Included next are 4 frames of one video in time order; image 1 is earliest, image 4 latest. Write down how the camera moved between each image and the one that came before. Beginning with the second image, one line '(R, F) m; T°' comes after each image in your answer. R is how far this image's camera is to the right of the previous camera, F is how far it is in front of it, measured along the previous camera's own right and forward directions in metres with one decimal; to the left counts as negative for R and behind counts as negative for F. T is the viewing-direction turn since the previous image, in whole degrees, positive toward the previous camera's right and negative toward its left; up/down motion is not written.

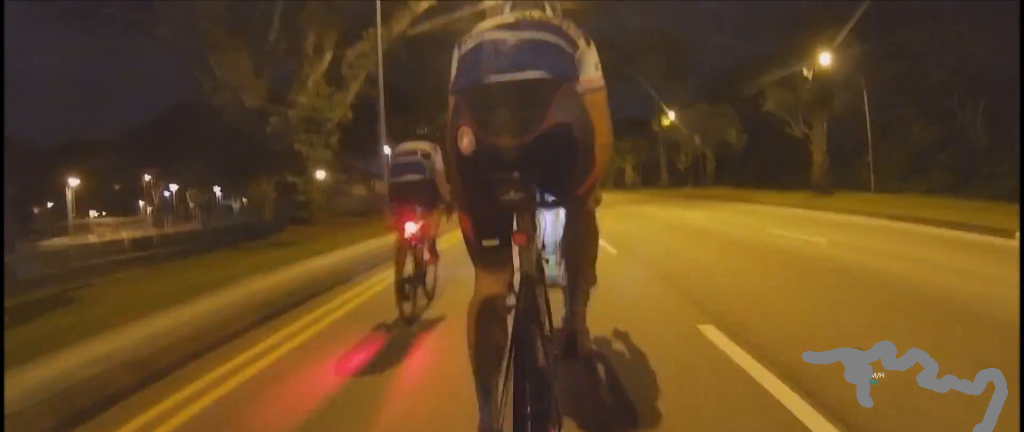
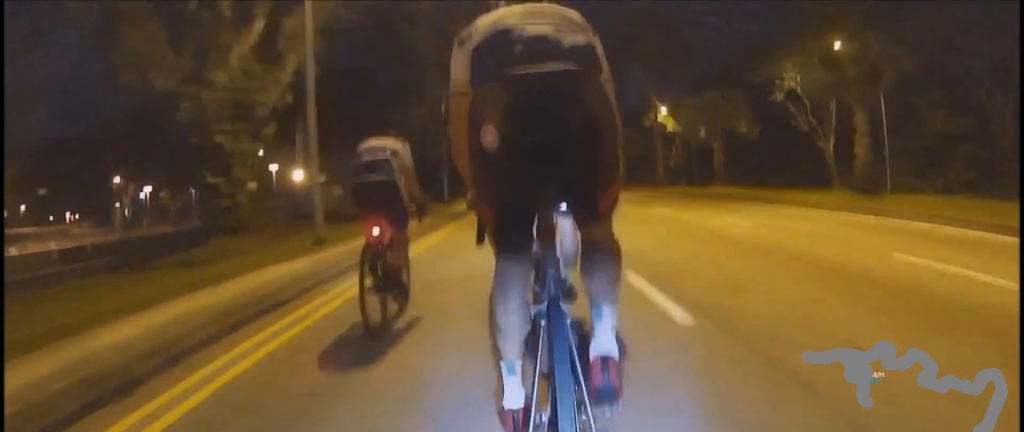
(+0.7, +4.0) m; 0°
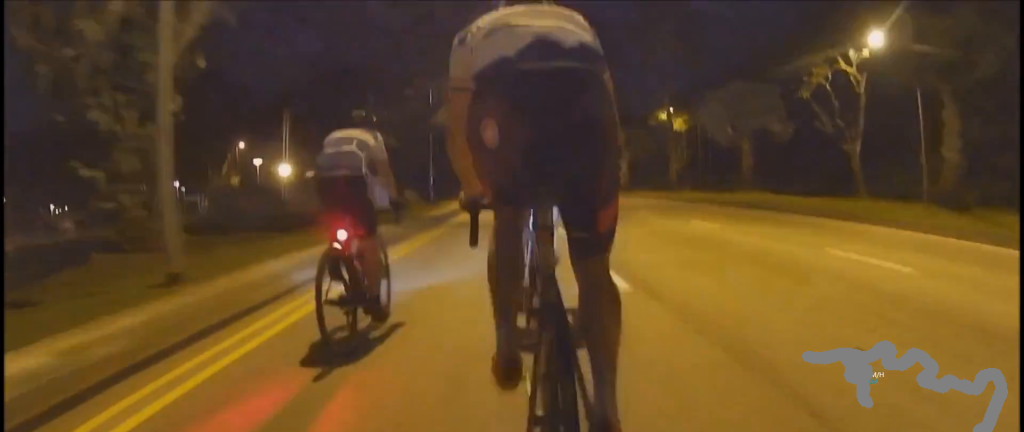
(+1.0, +4.6) m; 0°
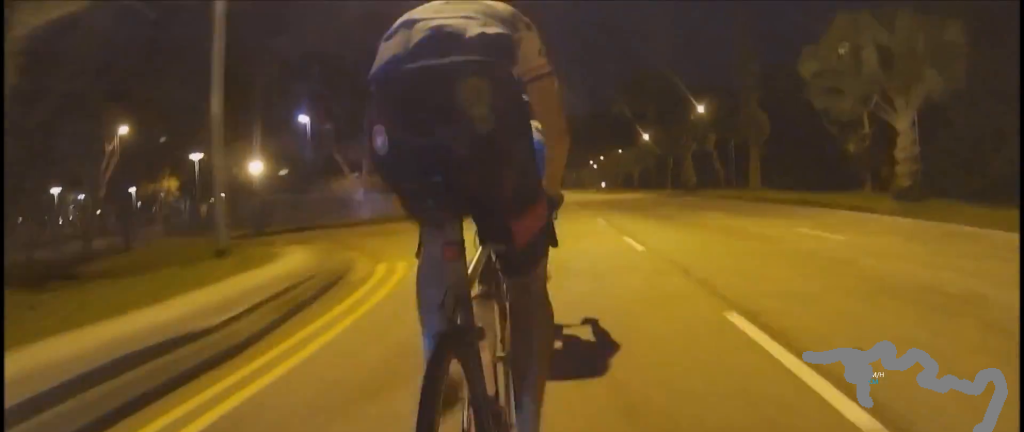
(-2.7, +33.3) m; -6°
